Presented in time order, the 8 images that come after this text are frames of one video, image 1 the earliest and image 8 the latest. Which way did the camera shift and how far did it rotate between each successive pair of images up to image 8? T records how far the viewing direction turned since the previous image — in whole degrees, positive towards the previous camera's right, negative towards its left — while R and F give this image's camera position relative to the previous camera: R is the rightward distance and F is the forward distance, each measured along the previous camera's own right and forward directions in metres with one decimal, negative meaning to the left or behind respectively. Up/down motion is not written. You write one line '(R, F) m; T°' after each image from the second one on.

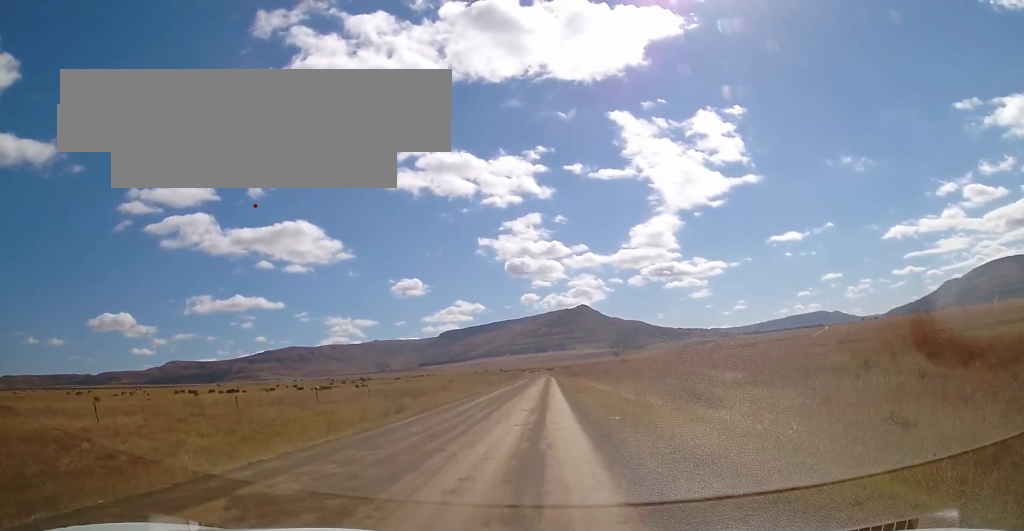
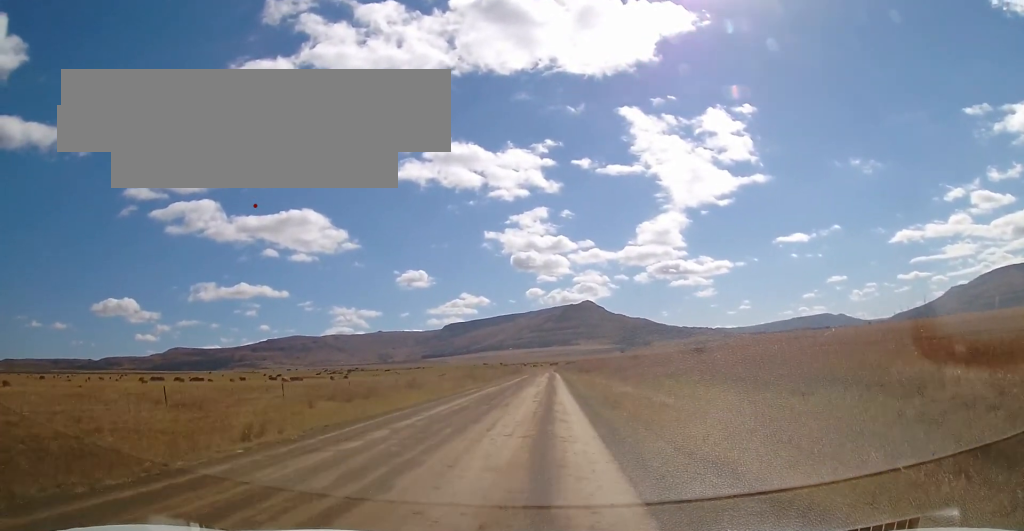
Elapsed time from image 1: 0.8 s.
(+0.2, +16.9) m; 0°
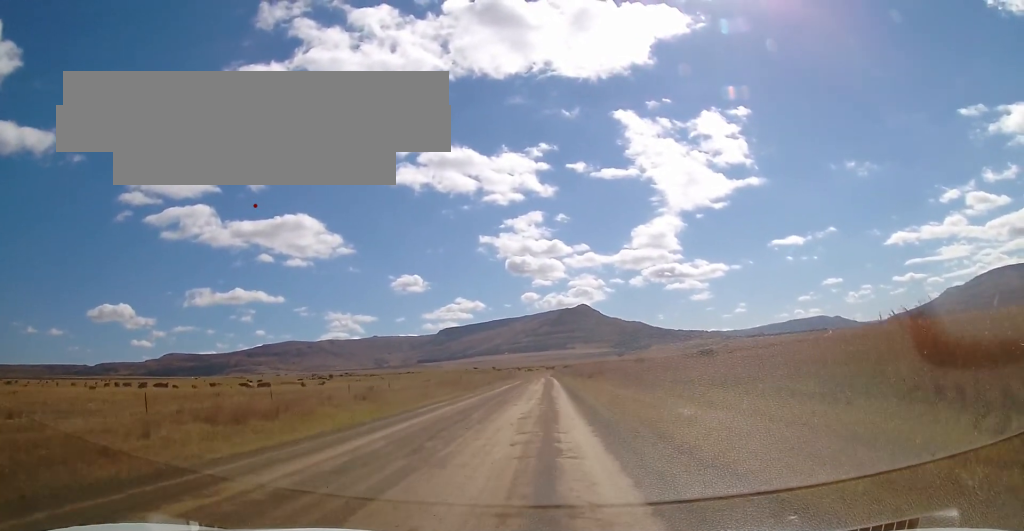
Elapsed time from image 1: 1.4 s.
(-0.1, +11.9) m; 0°
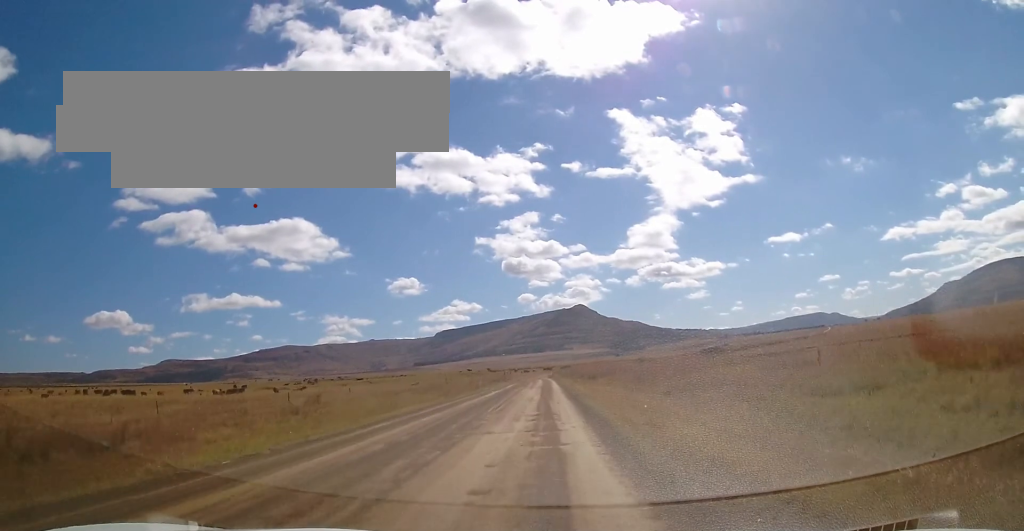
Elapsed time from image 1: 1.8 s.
(-0.1, +9.8) m; 0°
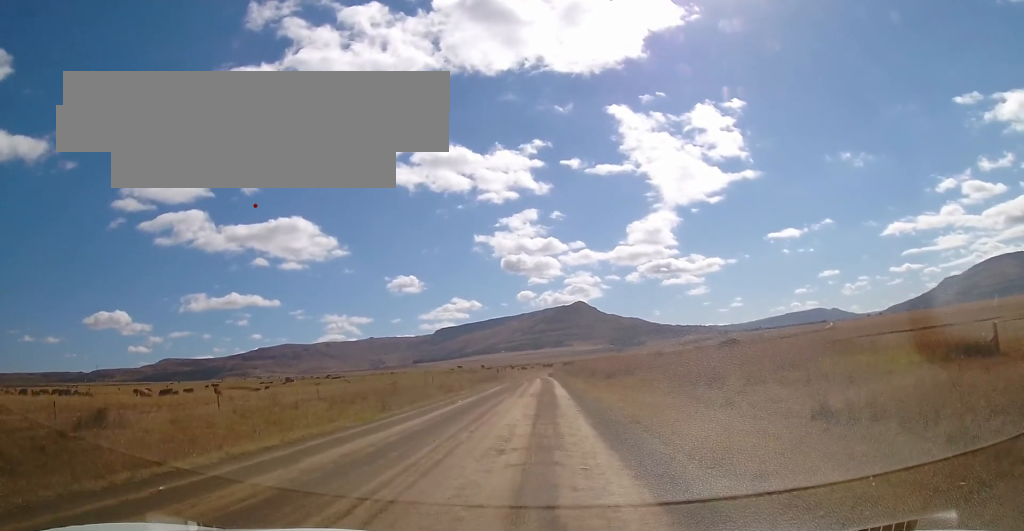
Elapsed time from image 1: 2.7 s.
(0.0, +17.1) m; +1°
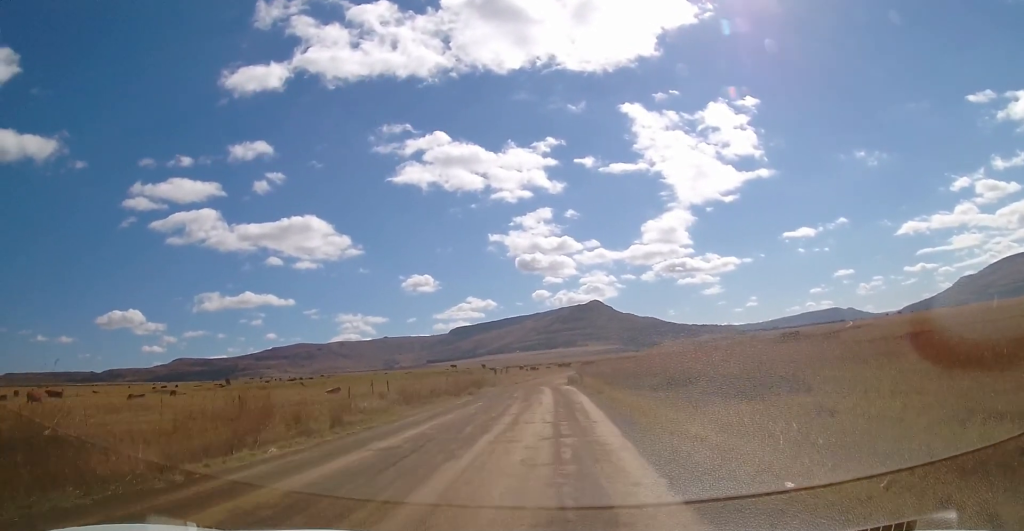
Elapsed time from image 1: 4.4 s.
(-0.4, +34.1) m; -1°
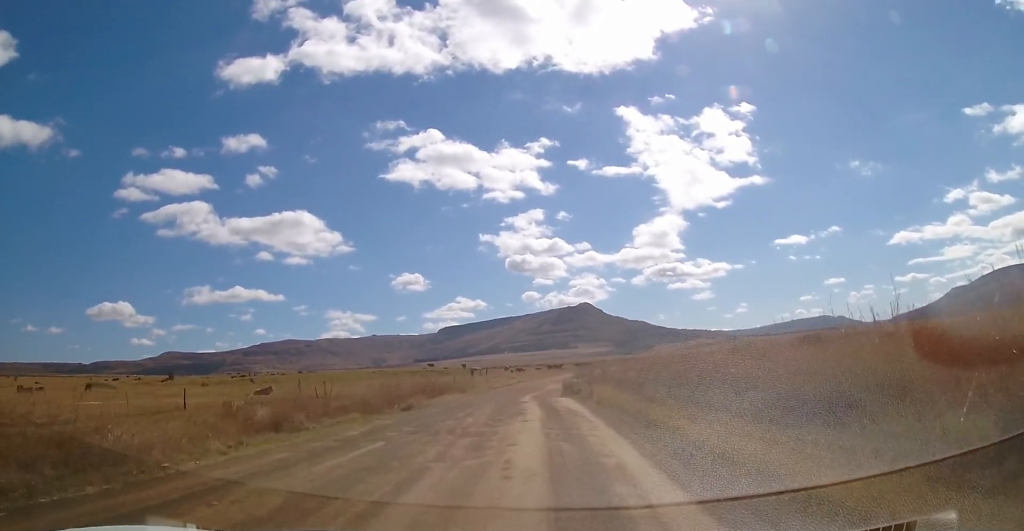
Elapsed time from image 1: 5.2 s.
(+0.1, +14.8) m; 0°
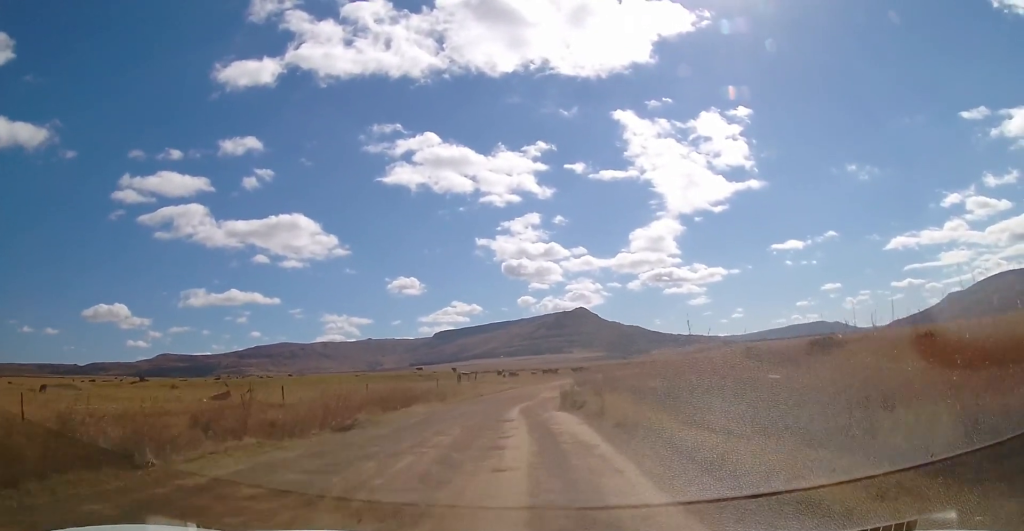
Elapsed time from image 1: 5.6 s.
(+0.2, +6.8) m; 0°
